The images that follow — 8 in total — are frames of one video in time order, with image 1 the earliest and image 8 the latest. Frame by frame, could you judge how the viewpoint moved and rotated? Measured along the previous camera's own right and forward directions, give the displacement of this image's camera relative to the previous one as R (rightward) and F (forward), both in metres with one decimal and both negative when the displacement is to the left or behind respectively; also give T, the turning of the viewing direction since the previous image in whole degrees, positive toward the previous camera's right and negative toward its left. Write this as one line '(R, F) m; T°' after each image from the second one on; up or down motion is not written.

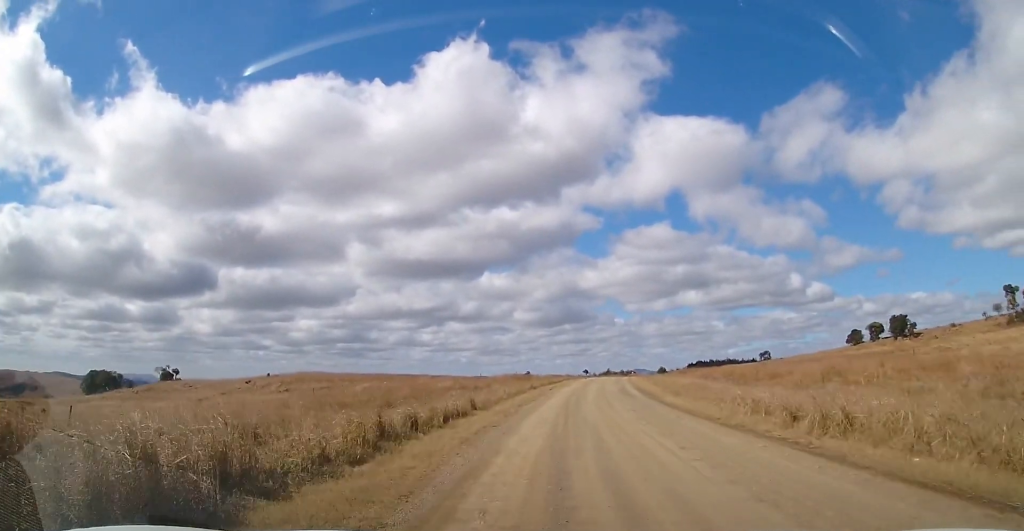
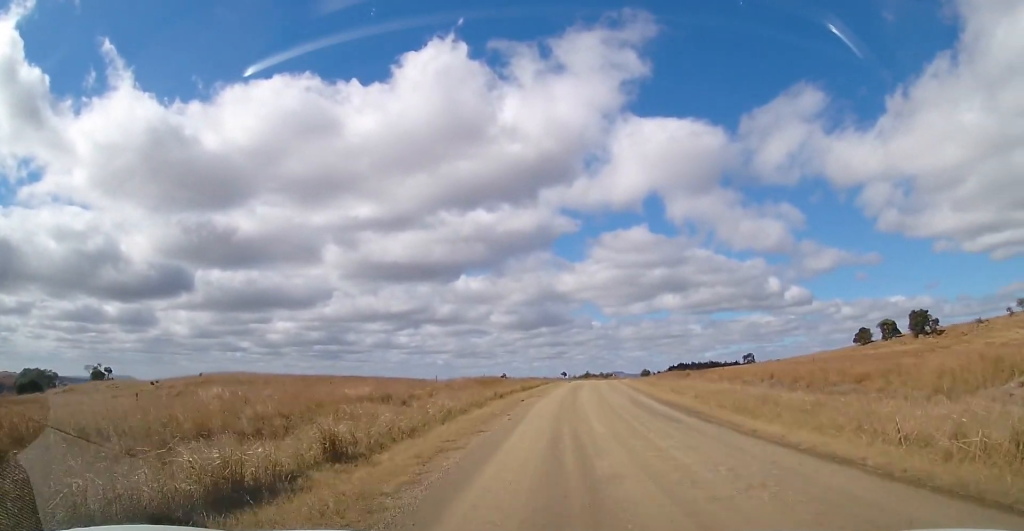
(+0.4, +15.0) m; +2°
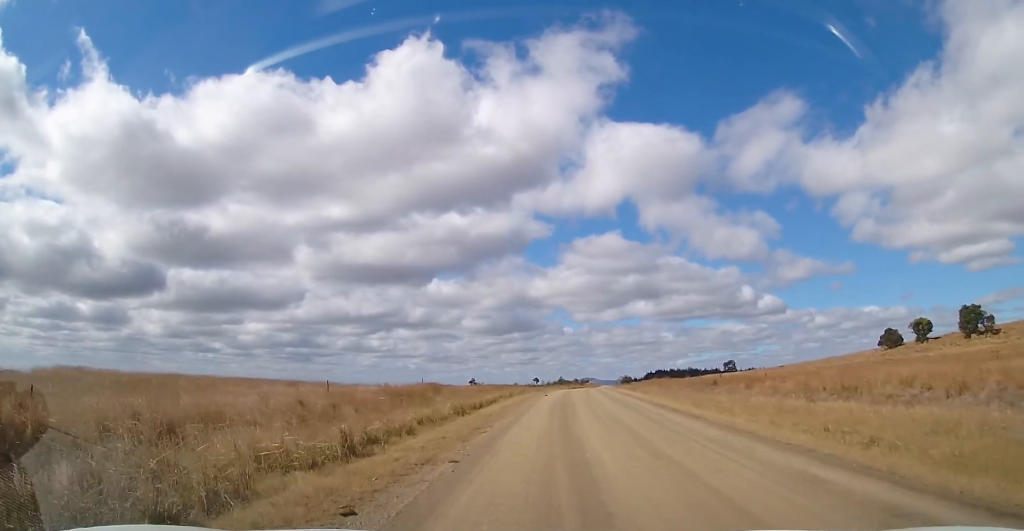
(+0.2, +22.4) m; +2°
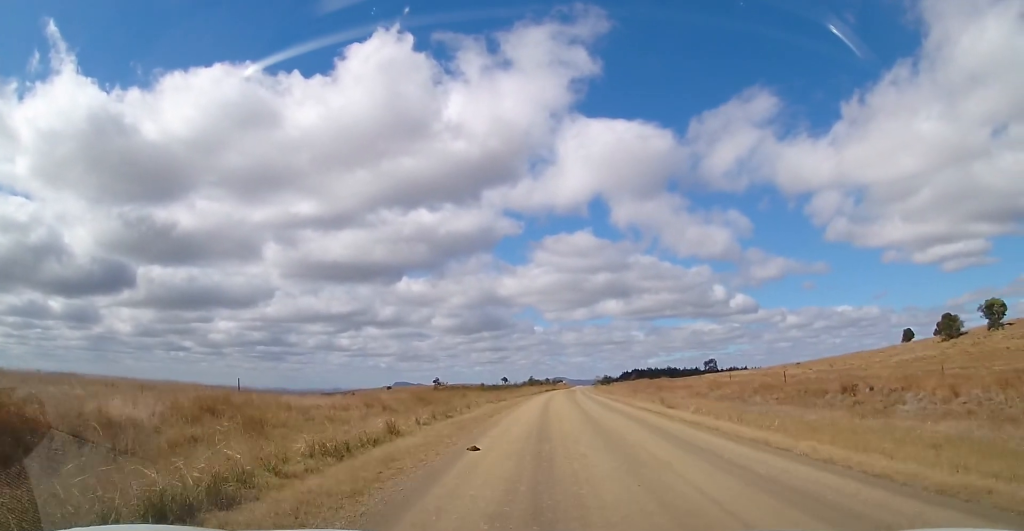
(+0.7, +27.6) m; +2°
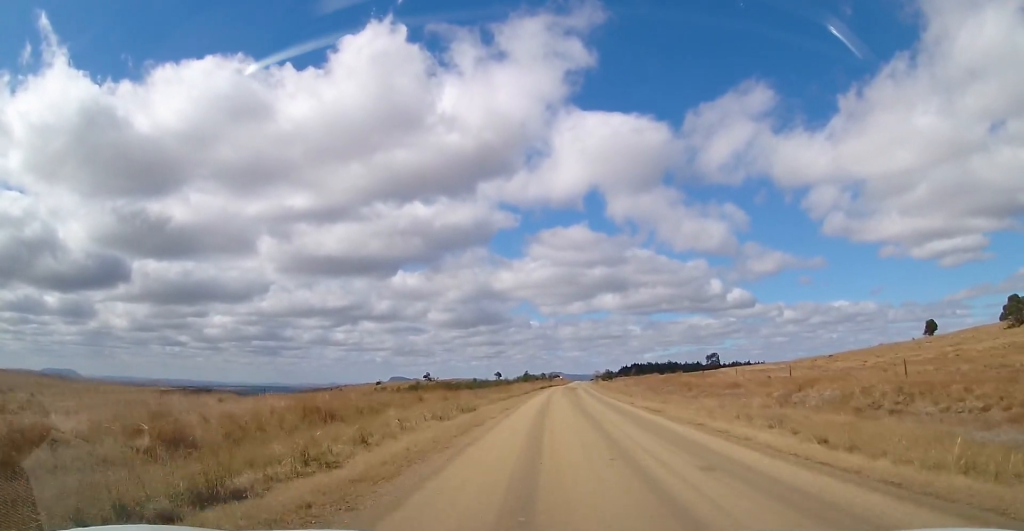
(+0.2, +17.1) m; +1°
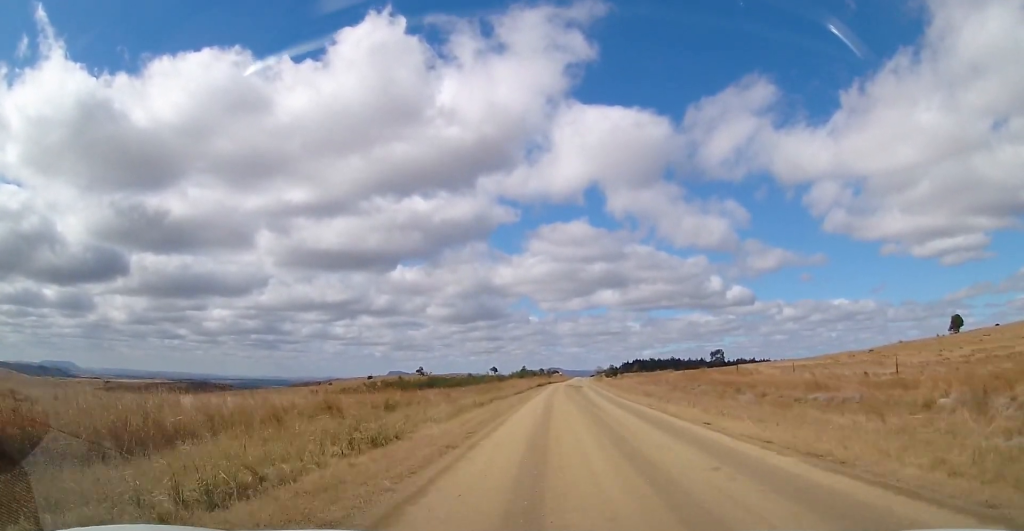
(+0.2, +15.3) m; +1°
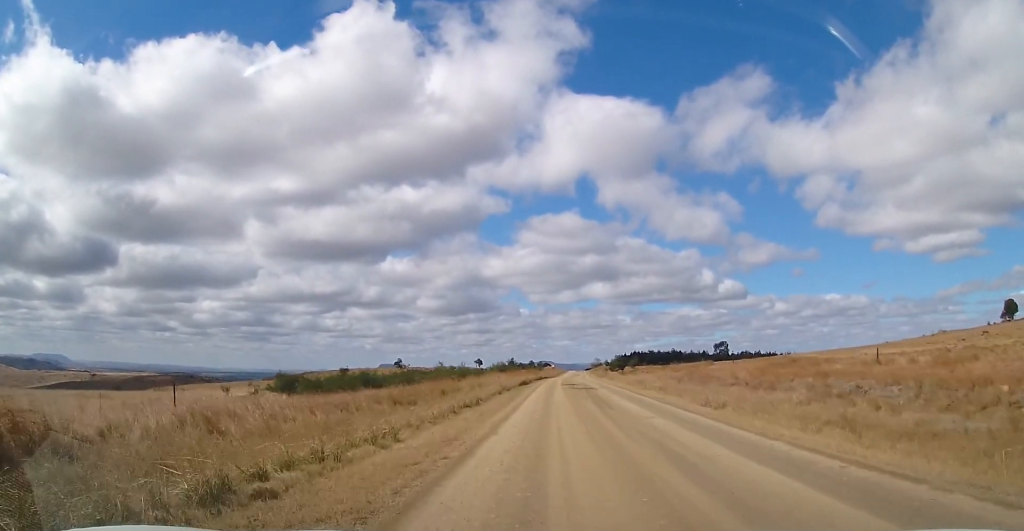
(-0.1, +30.7) m; 0°
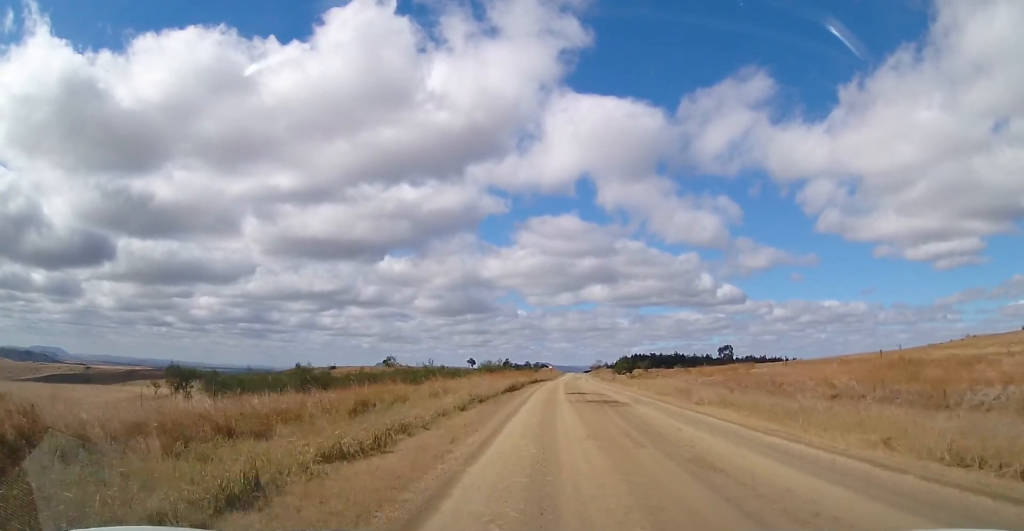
(0.0, +16.5) m; 0°
